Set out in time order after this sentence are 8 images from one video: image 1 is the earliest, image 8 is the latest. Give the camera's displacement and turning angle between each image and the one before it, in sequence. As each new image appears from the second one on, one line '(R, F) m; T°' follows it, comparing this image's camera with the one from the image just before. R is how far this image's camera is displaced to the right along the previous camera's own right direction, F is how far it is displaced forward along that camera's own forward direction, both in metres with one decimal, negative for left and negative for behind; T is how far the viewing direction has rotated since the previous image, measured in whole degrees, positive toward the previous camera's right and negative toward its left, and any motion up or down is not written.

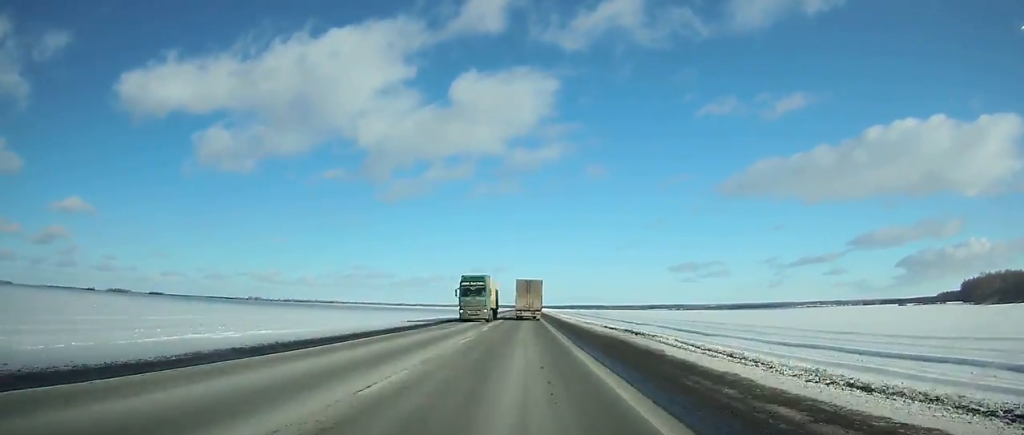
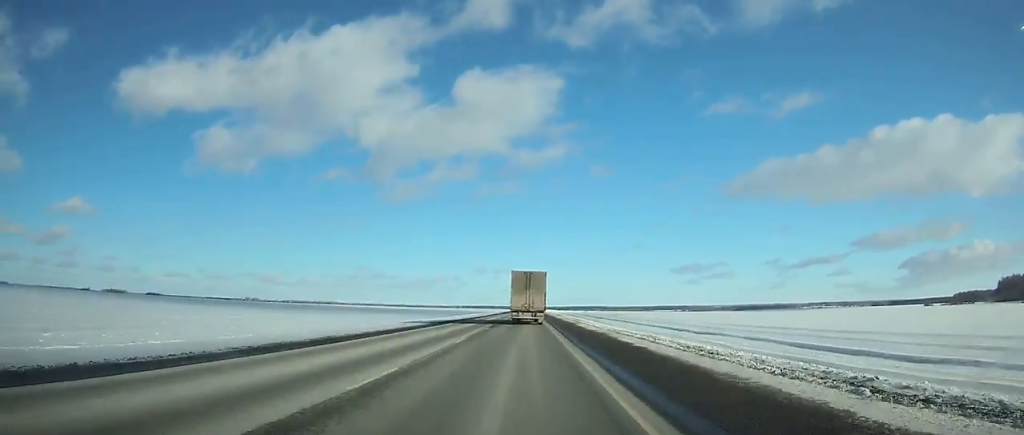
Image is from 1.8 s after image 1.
(-0.1, +43.8) m; 0°
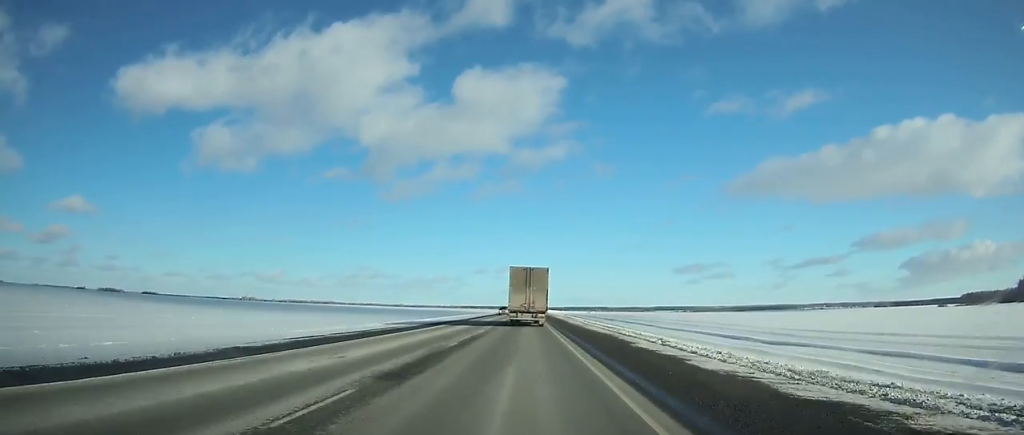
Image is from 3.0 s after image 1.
(0.0, +27.6) m; 0°
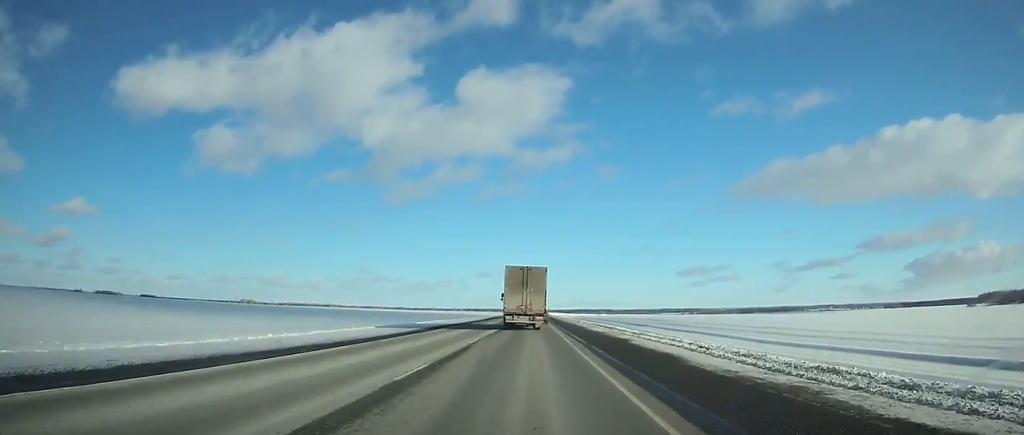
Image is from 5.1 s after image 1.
(0.0, +46.6) m; 0°
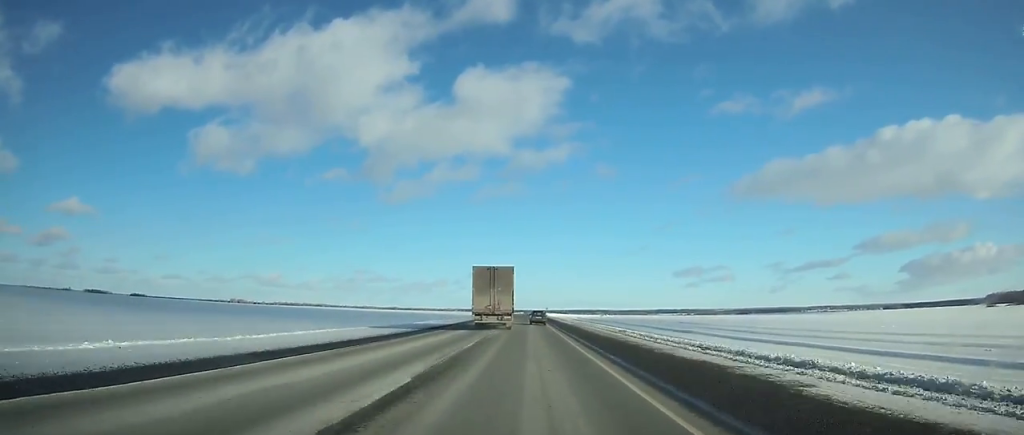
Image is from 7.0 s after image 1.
(0.0, +40.3) m; 0°
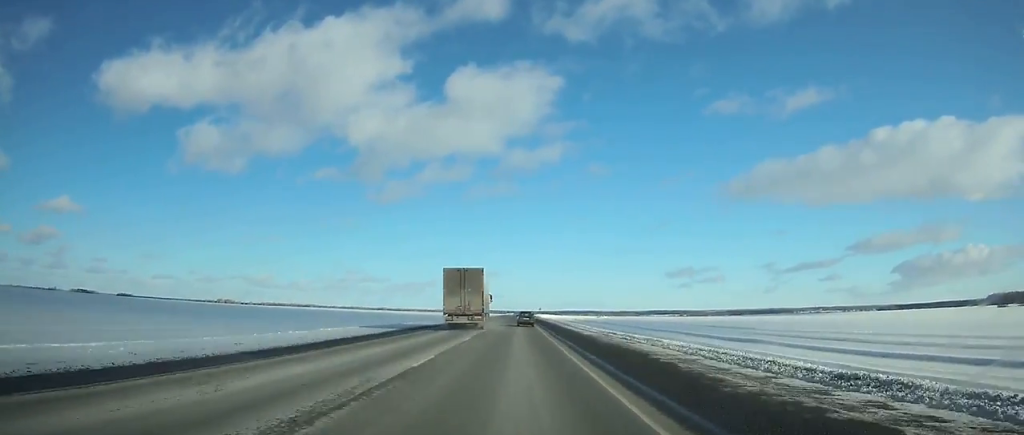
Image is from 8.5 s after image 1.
(0.0, +31.9) m; 0°
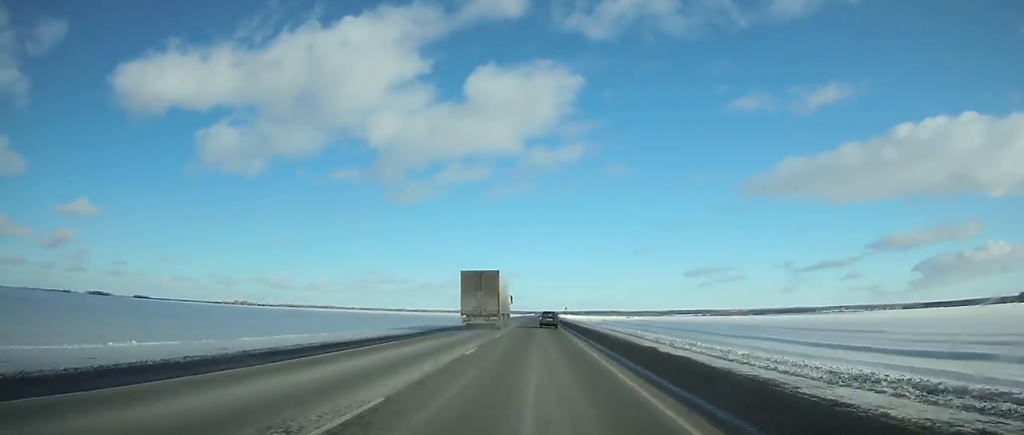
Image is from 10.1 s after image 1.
(-0.1, +34.4) m; 0°
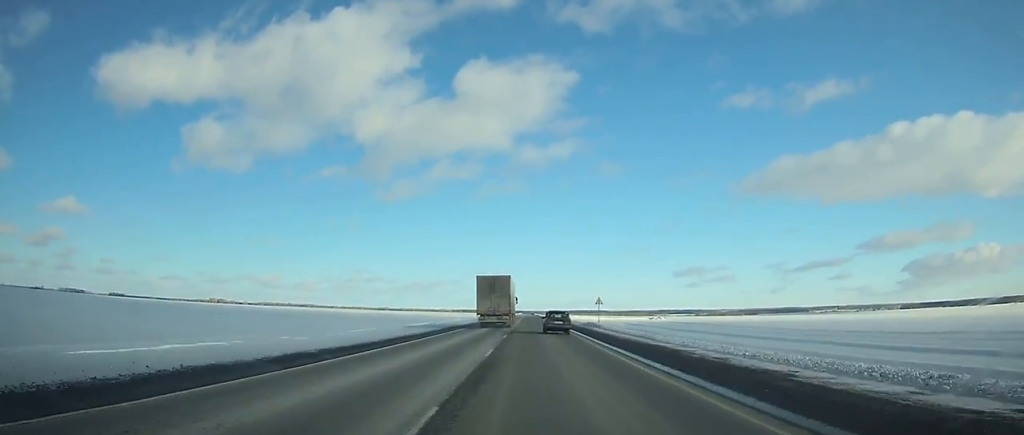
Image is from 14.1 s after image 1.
(-0.2, +90.4) m; 0°
